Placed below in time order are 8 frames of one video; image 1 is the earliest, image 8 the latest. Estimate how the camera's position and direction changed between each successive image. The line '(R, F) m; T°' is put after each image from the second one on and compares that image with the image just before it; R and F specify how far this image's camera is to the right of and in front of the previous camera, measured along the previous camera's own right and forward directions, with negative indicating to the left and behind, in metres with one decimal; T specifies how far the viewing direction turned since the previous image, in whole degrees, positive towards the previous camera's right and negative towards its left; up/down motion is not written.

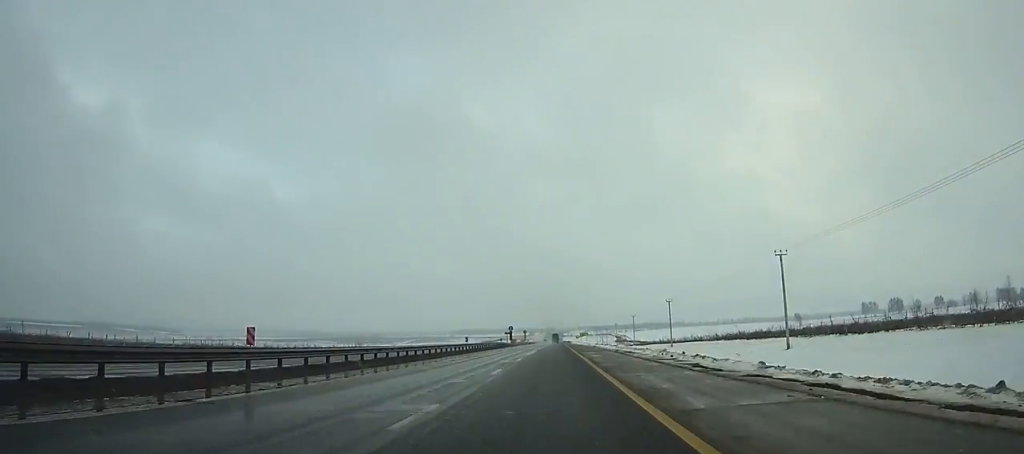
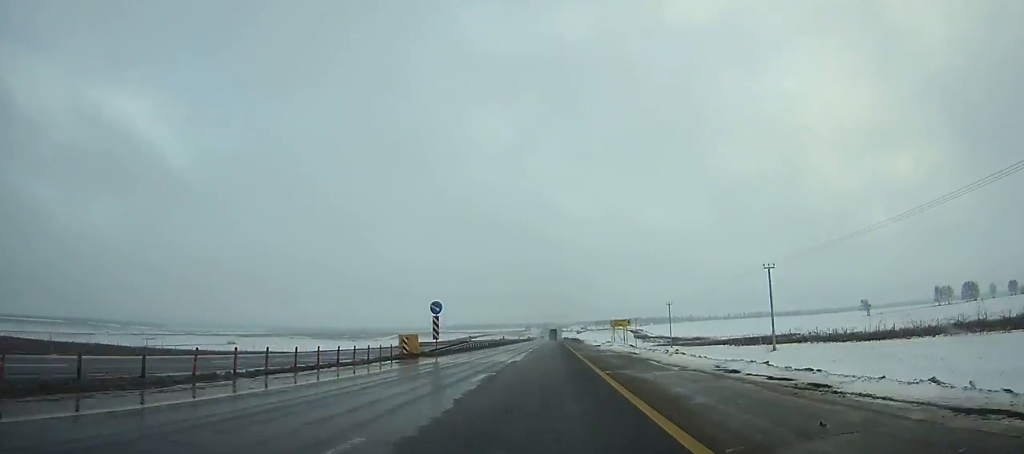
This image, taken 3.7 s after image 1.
(+0.1, +113.2) m; 0°
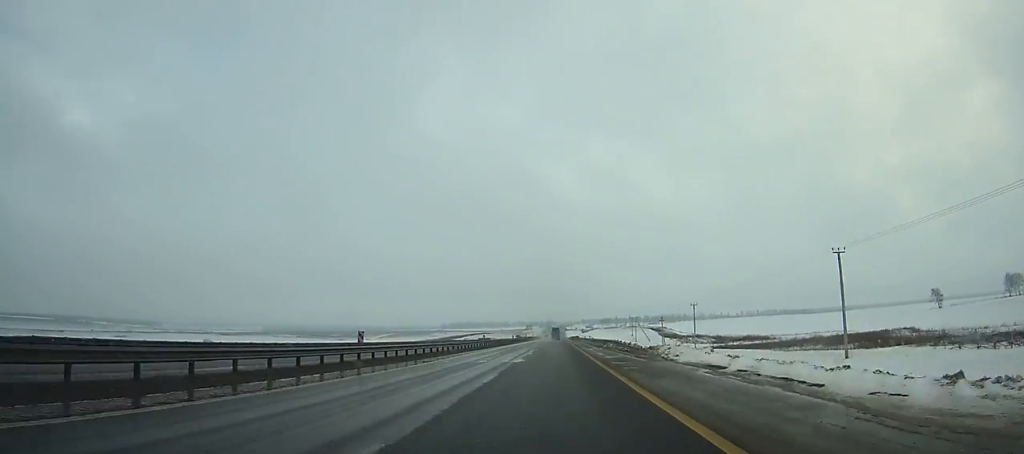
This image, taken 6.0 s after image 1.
(0.0, +70.7) m; 0°
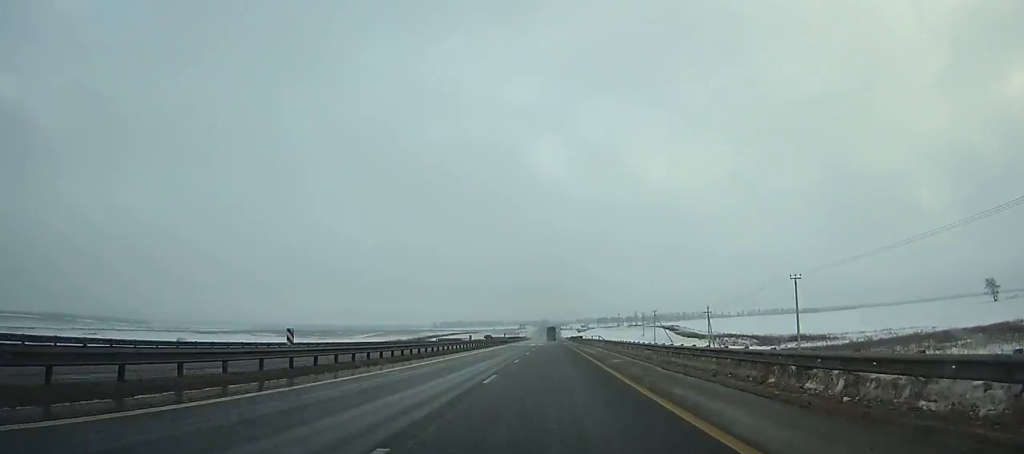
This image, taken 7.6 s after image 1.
(+0.1, +49.4) m; 0°
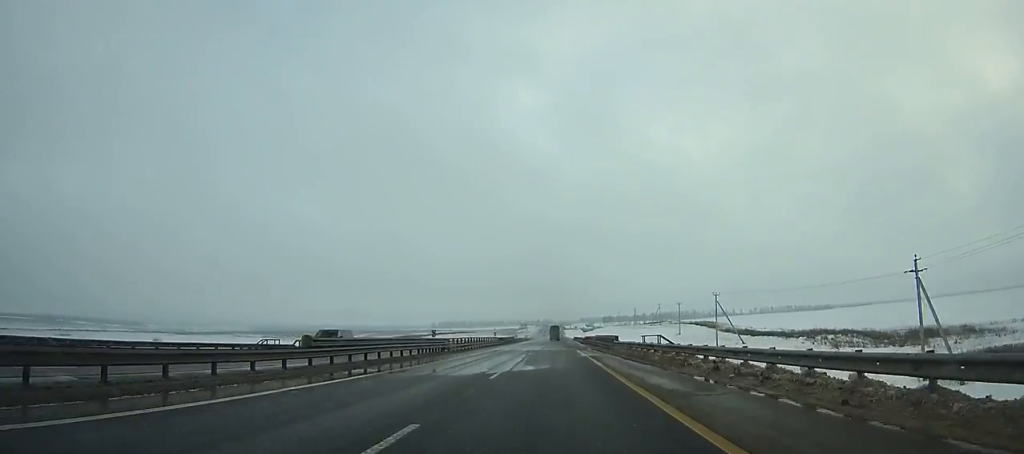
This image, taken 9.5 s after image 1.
(0.0, +58.7) m; 0°
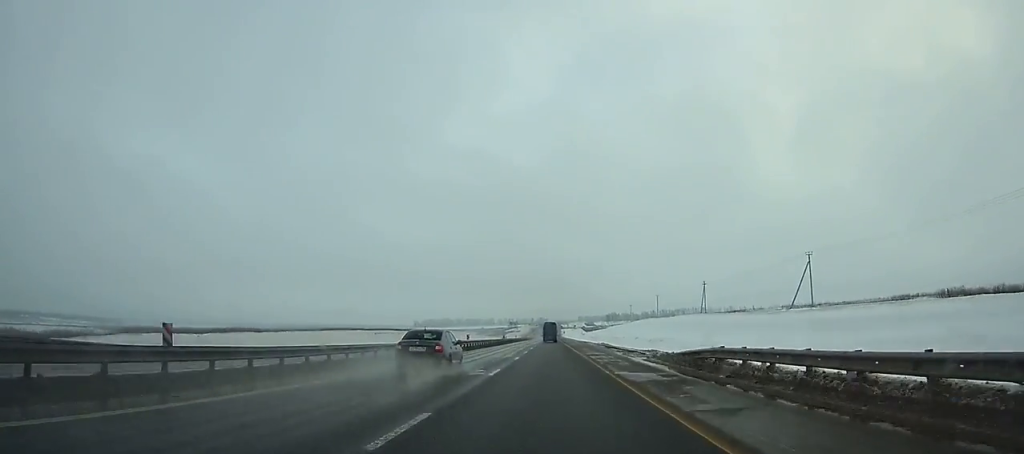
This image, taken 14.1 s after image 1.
(0.0, +142.0) m; 0°
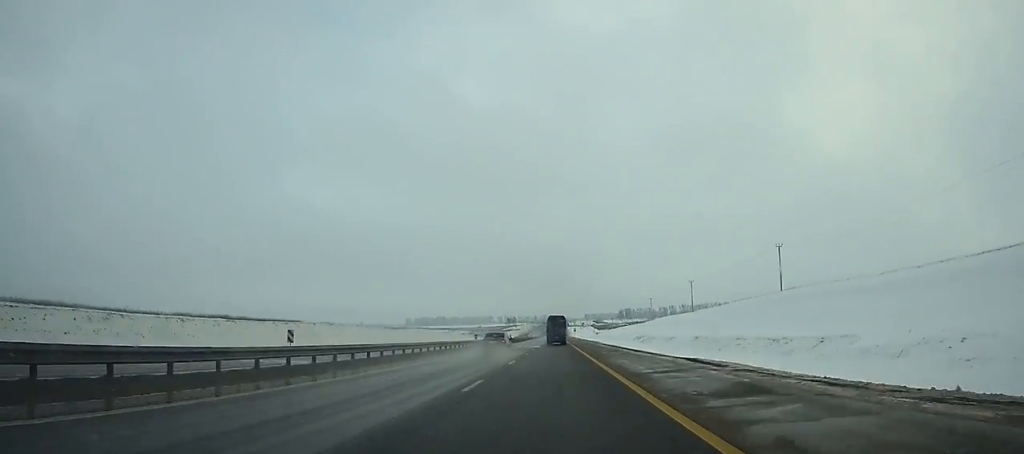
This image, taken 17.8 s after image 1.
(-0.2, +113.6) m; -1°
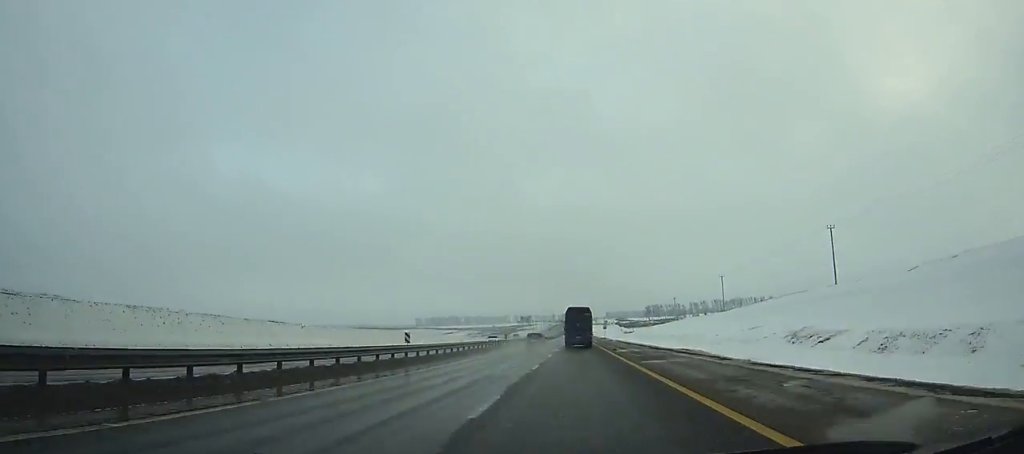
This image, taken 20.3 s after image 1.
(-0.5, +76.6) m; 0°
